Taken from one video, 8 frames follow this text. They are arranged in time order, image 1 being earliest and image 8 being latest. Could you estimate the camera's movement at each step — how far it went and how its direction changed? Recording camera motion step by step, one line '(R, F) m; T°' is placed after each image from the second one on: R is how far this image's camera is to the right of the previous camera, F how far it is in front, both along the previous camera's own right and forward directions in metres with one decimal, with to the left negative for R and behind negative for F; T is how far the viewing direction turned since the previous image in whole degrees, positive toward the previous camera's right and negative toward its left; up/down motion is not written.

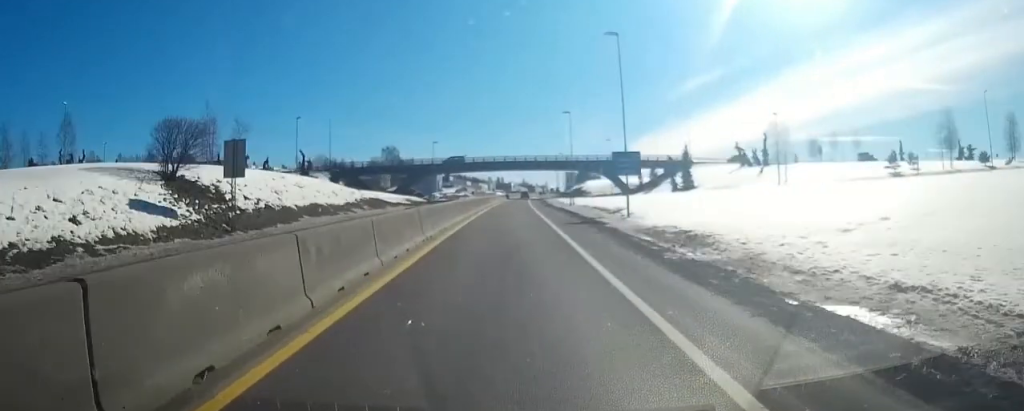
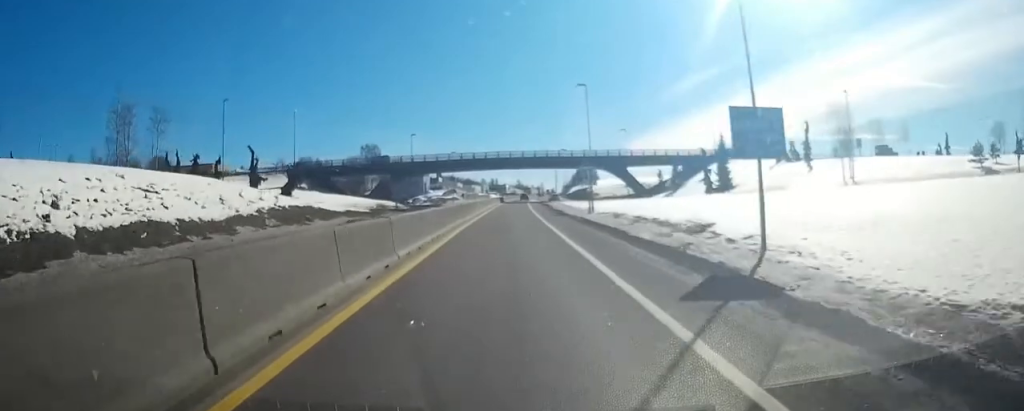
(+0.1, +19.2) m; +1°
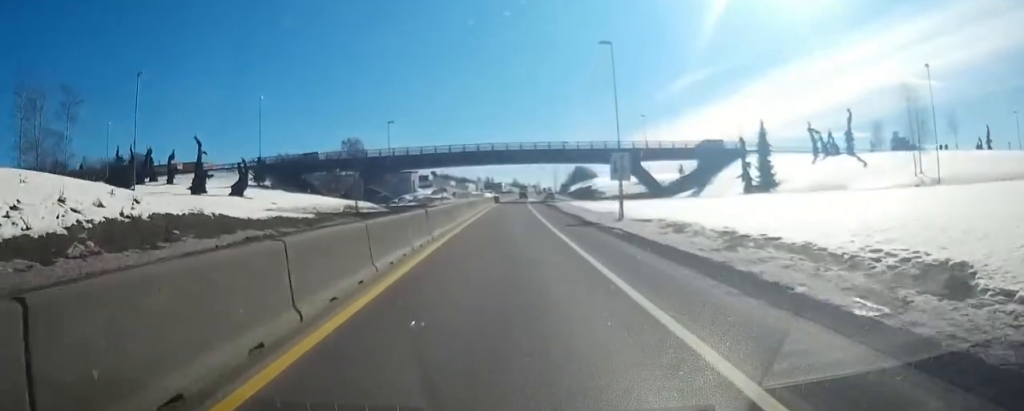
(+0.1, +14.4) m; 0°
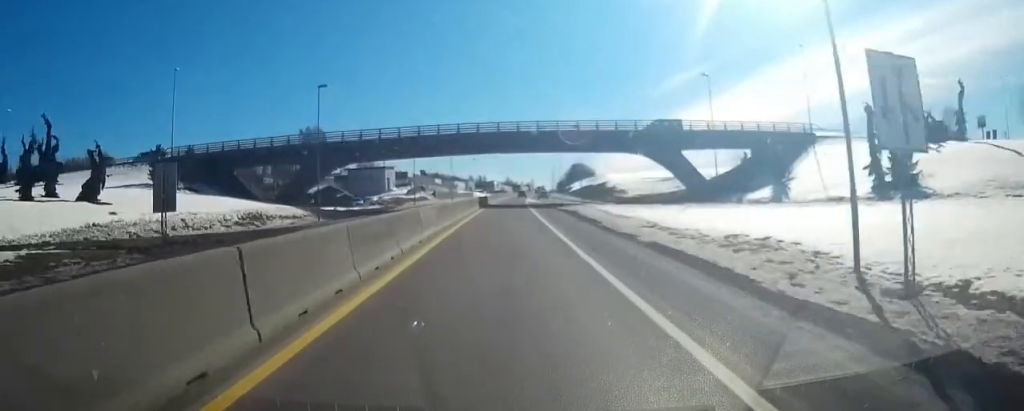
(+0.1, +25.7) m; 0°
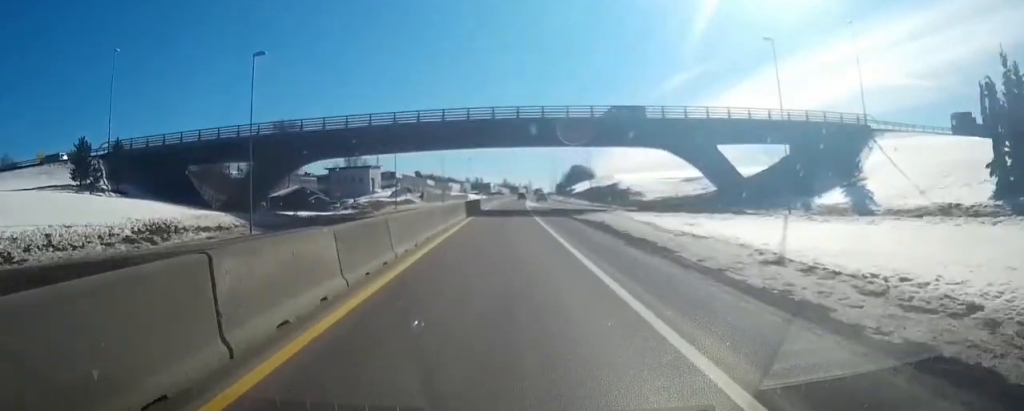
(0.0, +12.8) m; 0°
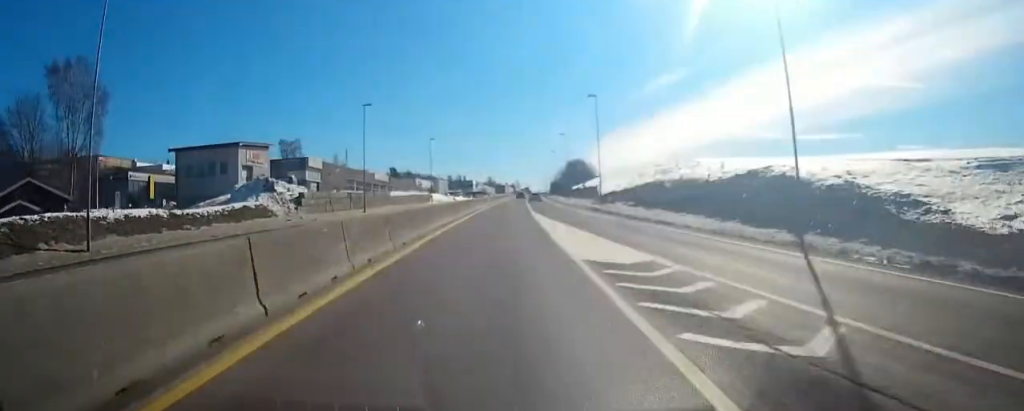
(+0.7, +55.7) m; +1°
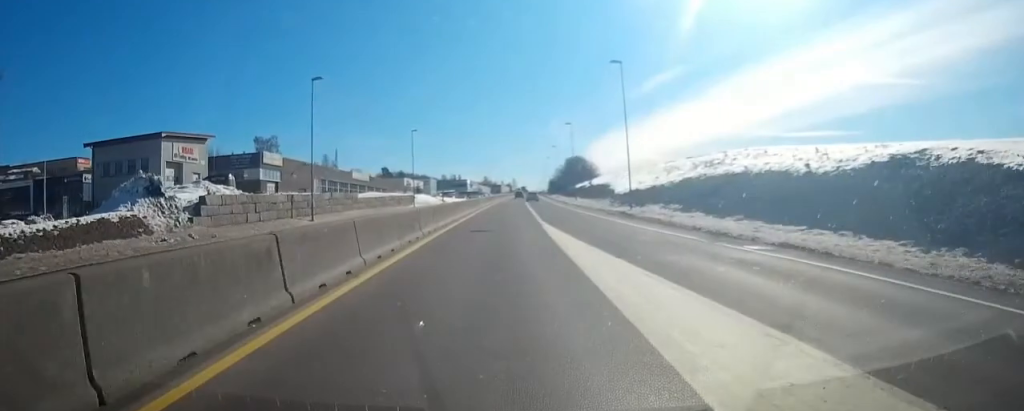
(0.0, +15.4) m; 0°
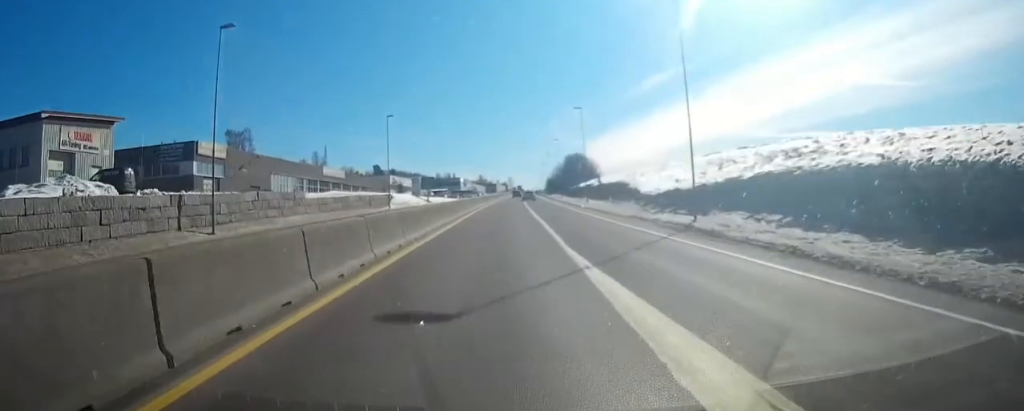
(0.0, +15.3) m; +1°
